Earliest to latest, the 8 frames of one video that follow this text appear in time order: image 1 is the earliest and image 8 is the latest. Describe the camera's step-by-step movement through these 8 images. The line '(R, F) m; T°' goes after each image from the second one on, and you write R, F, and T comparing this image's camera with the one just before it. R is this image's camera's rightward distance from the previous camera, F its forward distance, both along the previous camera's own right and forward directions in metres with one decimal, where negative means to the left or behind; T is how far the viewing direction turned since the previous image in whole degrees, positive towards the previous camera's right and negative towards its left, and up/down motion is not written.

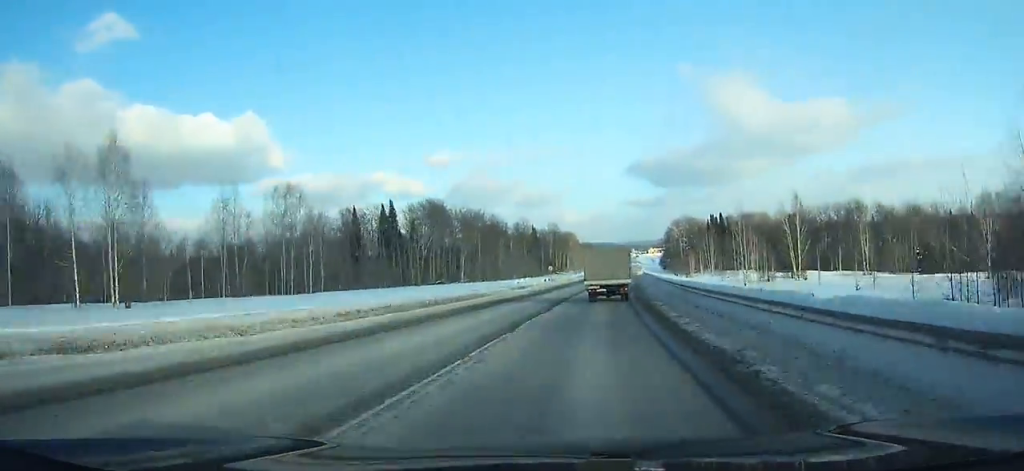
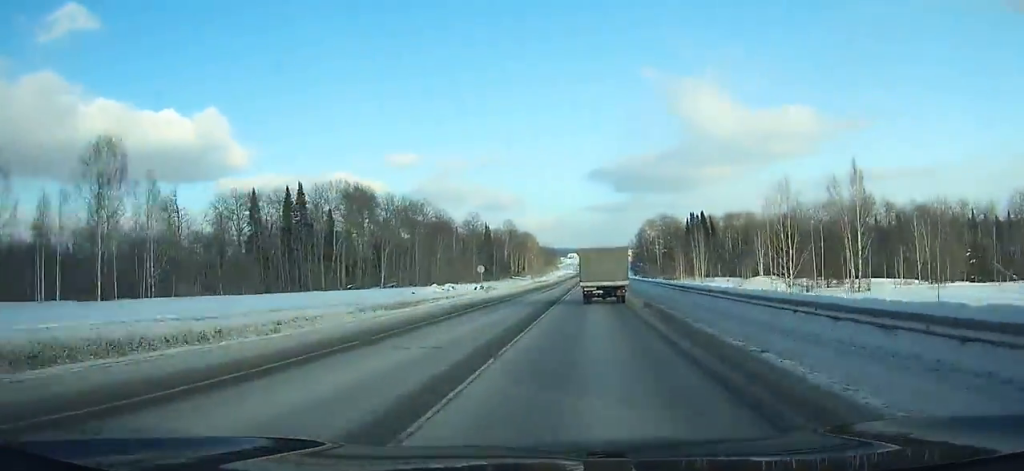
(+2.4, +36.1) m; +3°
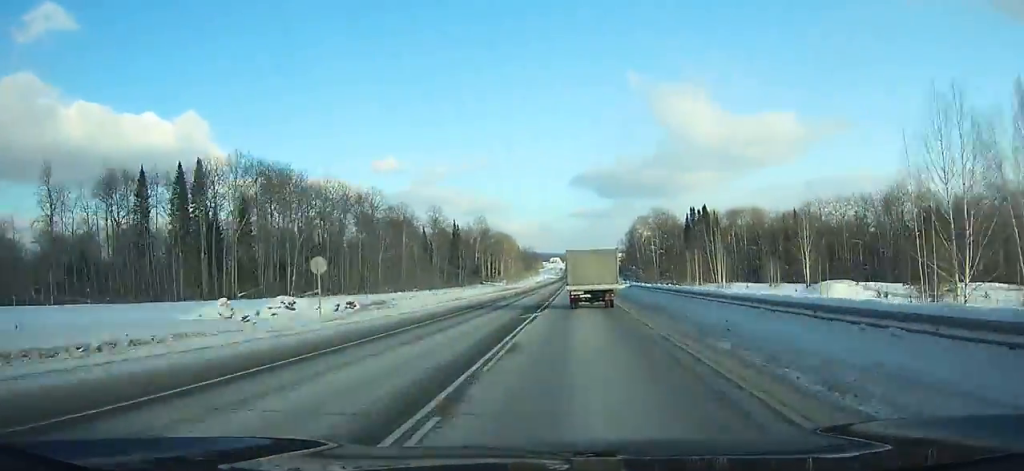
(+0.8, +31.6) m; +2°
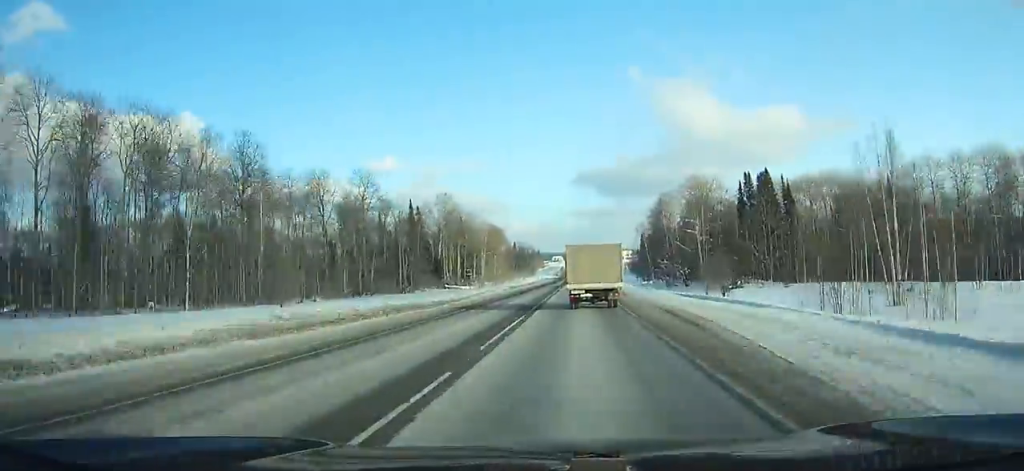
(+0.8, +63.4) m; +1°
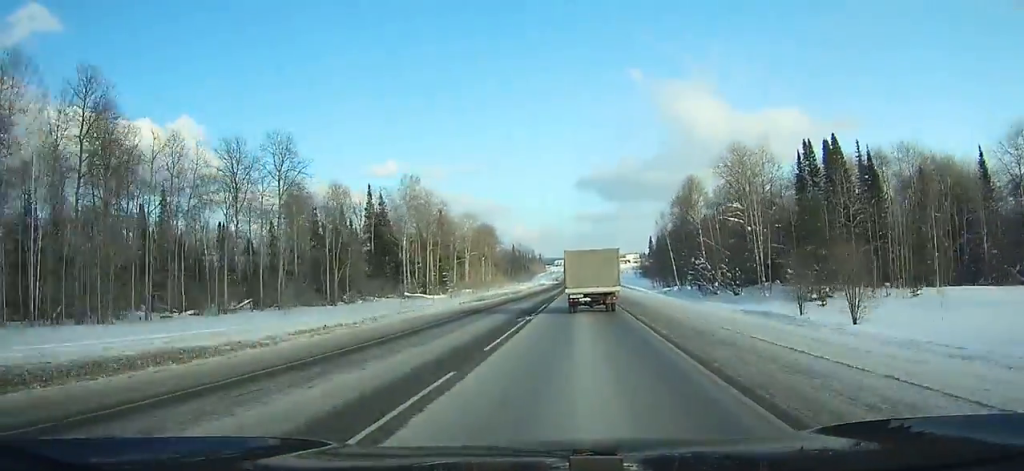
(0.0, +36.2) m; 0°
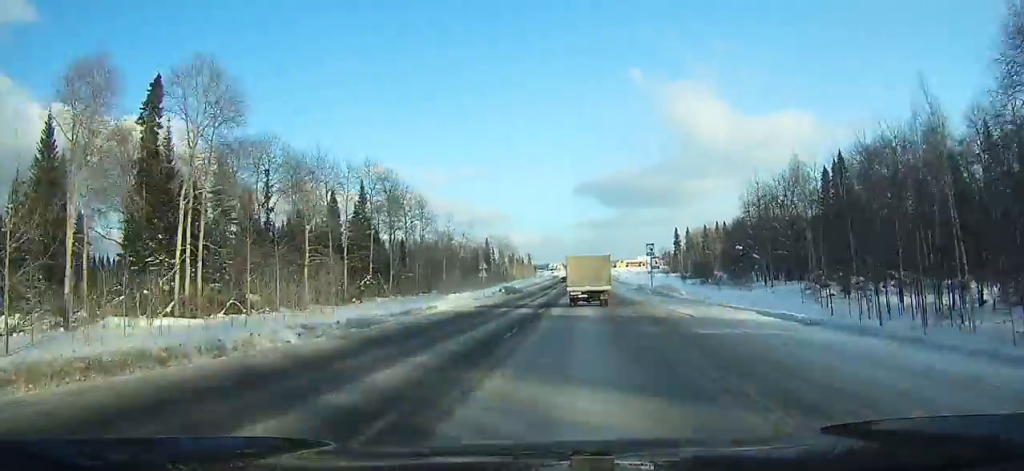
(-0.4, +125.9) m; 0°
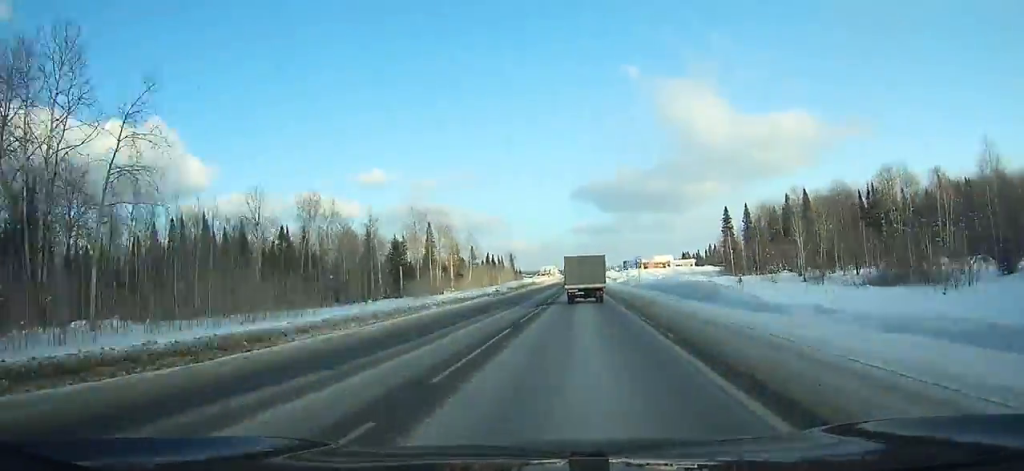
(+0.1, +118.1) m; 0°
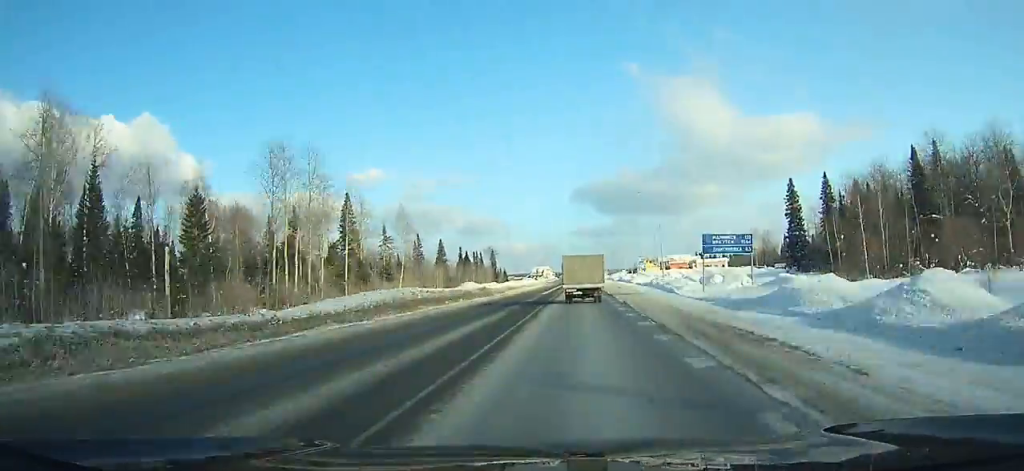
(+0.2, +69.0) m; 0°
